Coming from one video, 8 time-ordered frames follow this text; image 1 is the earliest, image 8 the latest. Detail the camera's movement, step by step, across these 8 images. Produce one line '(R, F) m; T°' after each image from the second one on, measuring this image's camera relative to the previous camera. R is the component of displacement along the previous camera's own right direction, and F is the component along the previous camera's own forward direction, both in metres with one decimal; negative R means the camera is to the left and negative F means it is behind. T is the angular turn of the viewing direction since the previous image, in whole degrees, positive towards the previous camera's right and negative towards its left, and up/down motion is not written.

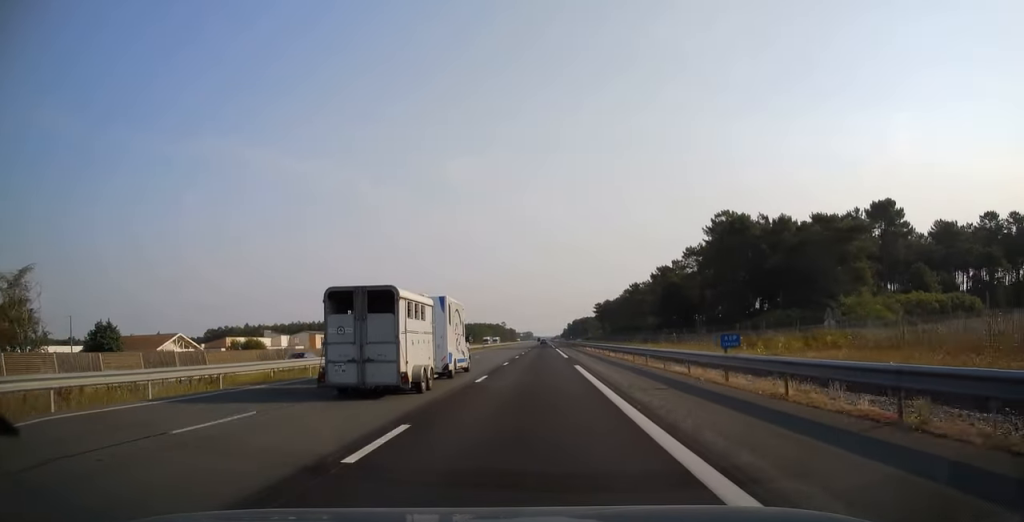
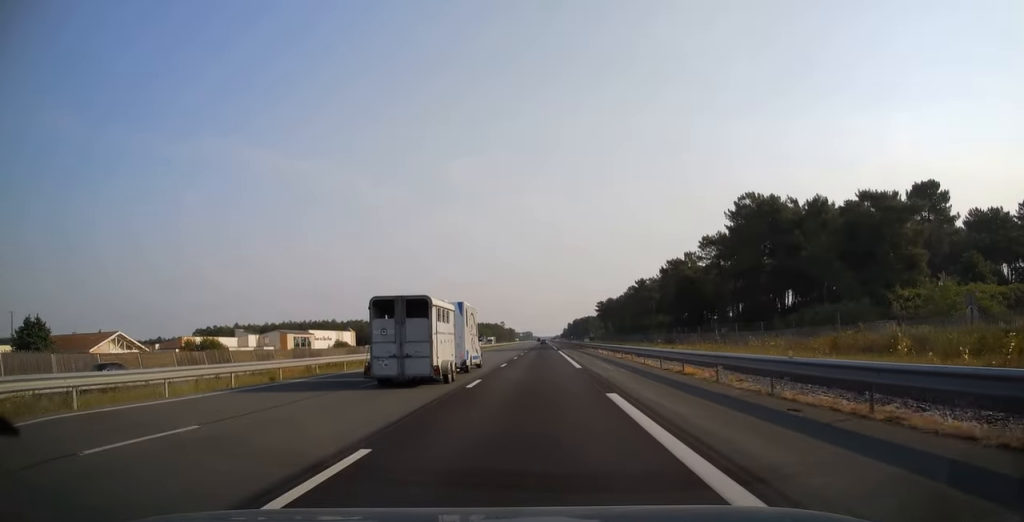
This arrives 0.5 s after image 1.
(0.0, +15.2) m; 0°
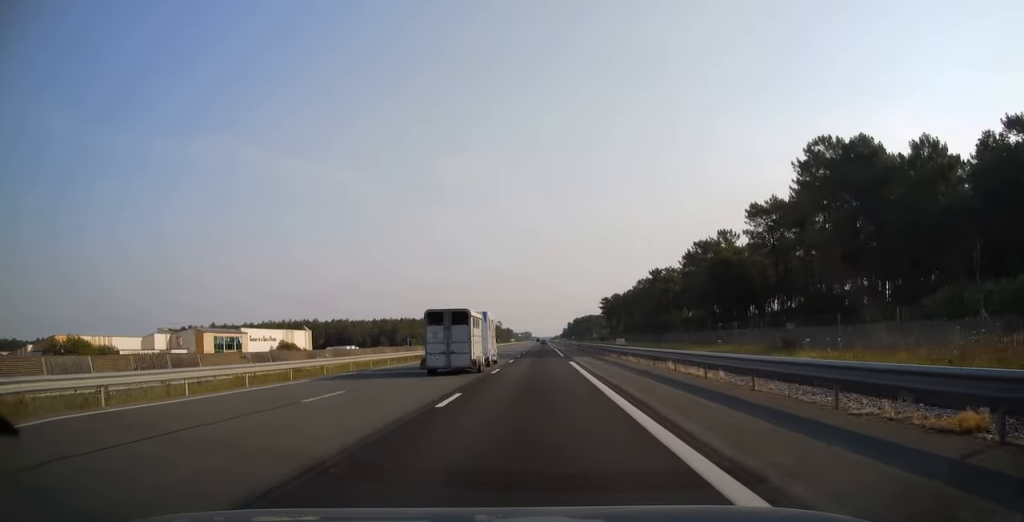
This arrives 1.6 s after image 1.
(0.0, +30.9) m; 0°
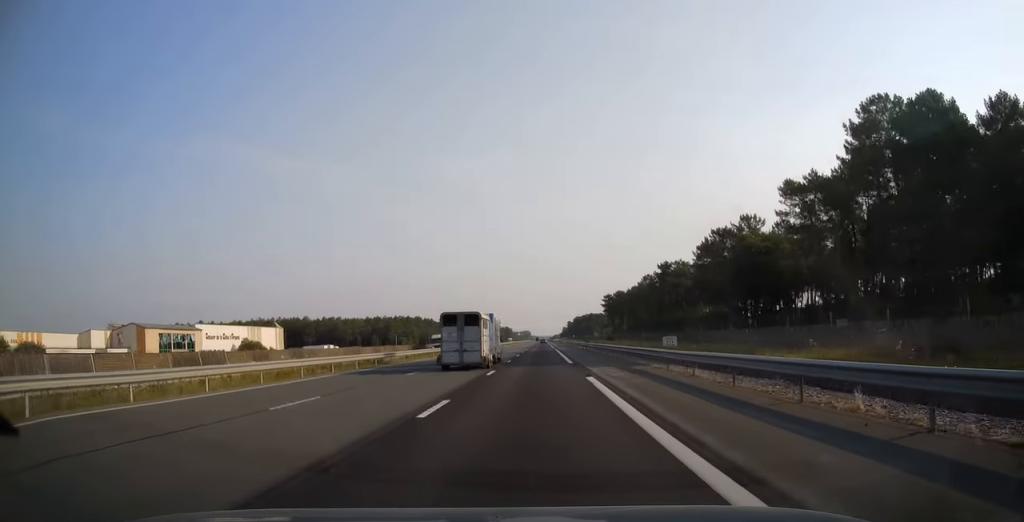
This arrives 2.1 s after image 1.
(0.0, +14.7) m; 0°
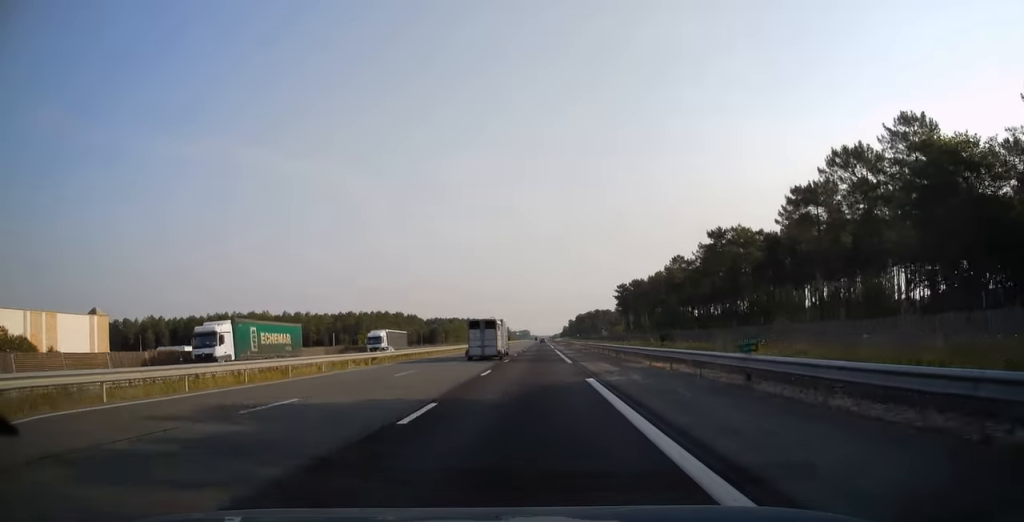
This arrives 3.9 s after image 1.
(-0.1, +52.9) m; 0°
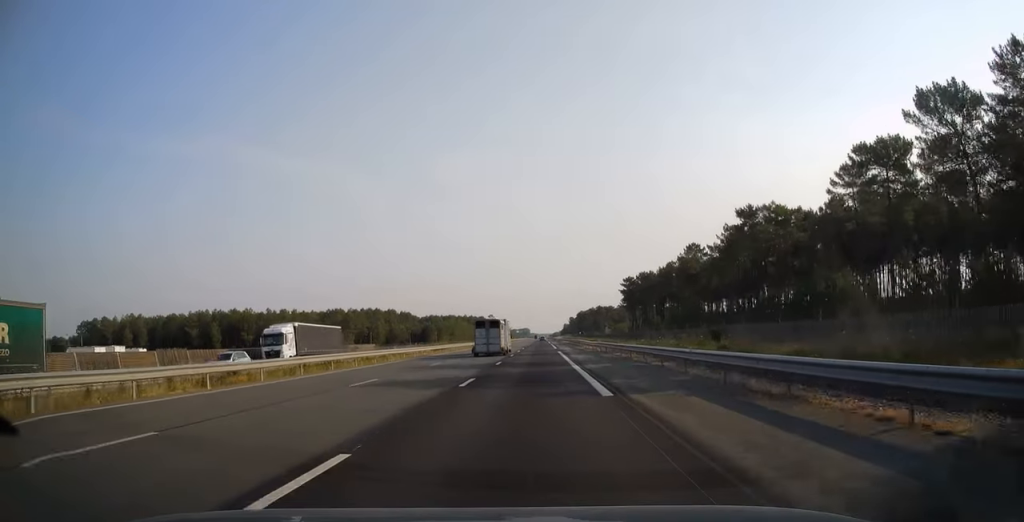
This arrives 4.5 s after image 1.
(+0.1, +18.6) m; 0°
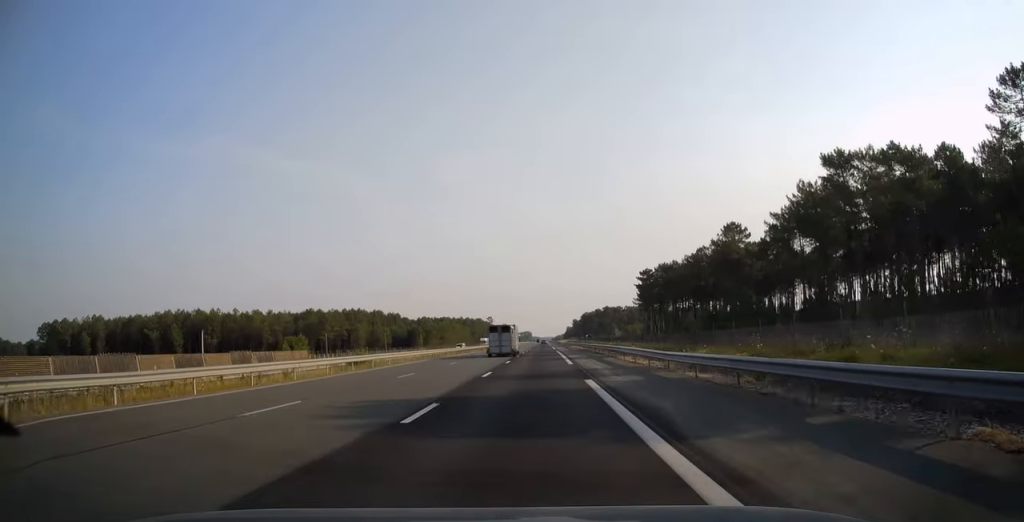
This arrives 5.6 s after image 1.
(0.0, +32.8) m; 0°
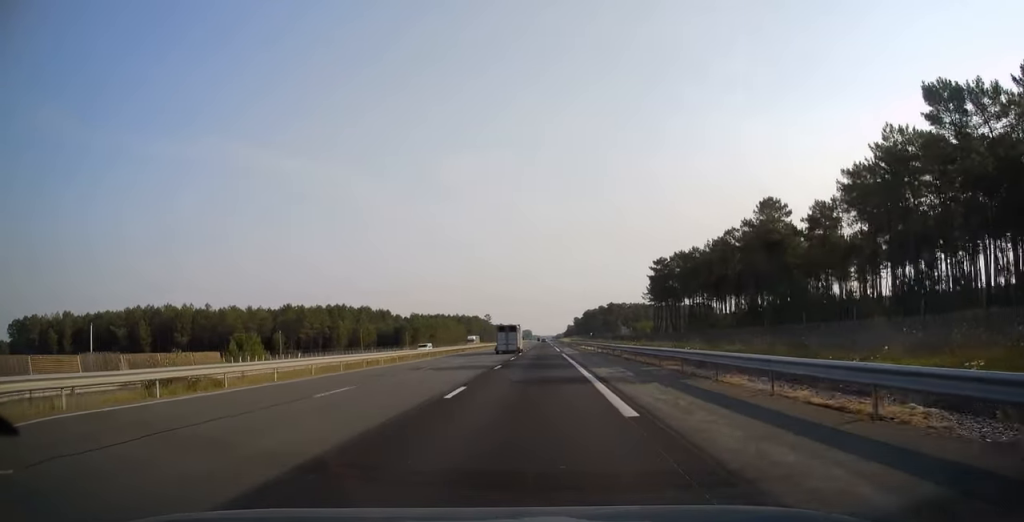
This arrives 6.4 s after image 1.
(0.0, +22.0) m; 0°
